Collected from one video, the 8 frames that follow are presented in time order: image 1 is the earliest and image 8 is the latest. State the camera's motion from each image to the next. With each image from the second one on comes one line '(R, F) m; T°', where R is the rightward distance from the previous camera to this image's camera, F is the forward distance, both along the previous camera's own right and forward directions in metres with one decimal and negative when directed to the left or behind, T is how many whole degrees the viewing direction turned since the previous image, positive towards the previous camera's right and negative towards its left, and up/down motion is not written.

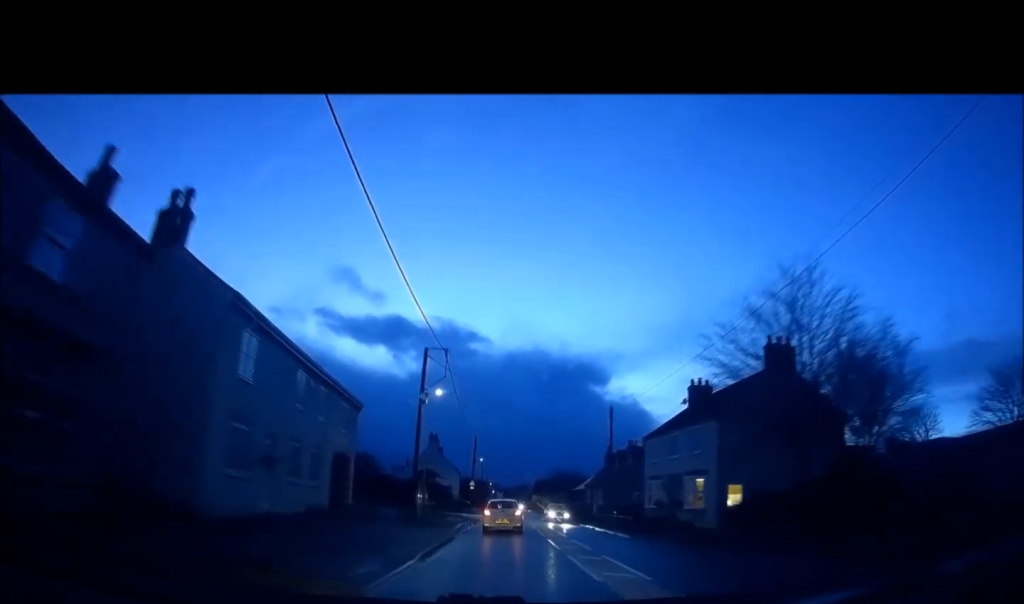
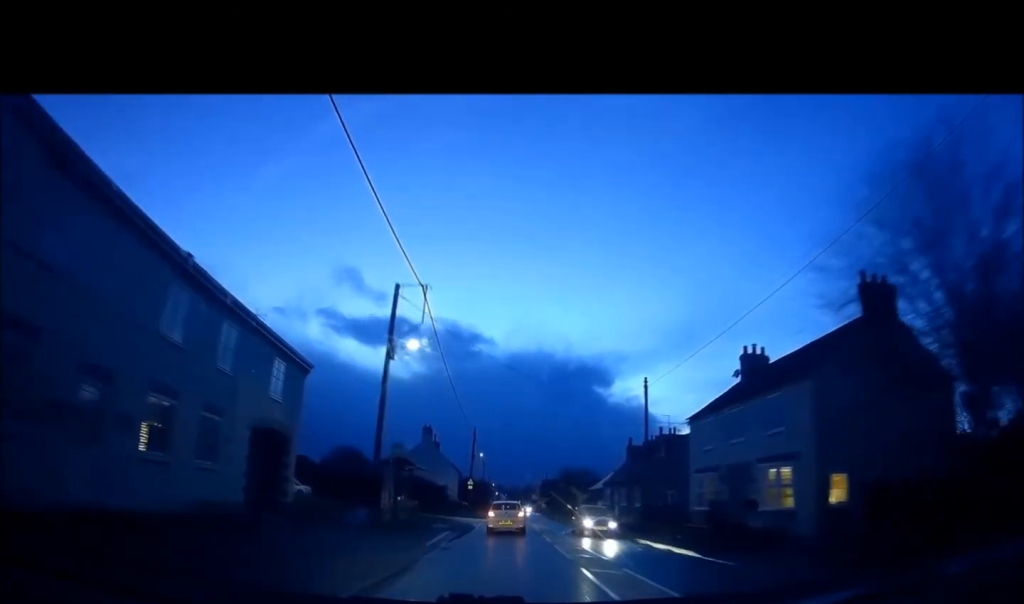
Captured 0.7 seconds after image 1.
(0.0, +8.0) m; 0°
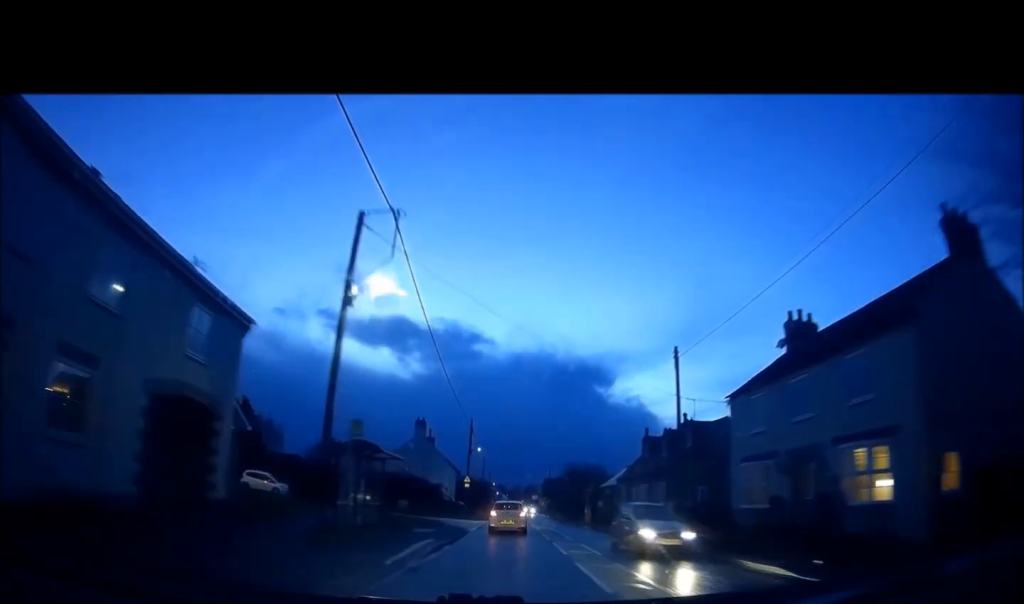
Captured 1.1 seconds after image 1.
(0.0, +5.0) m; 0°
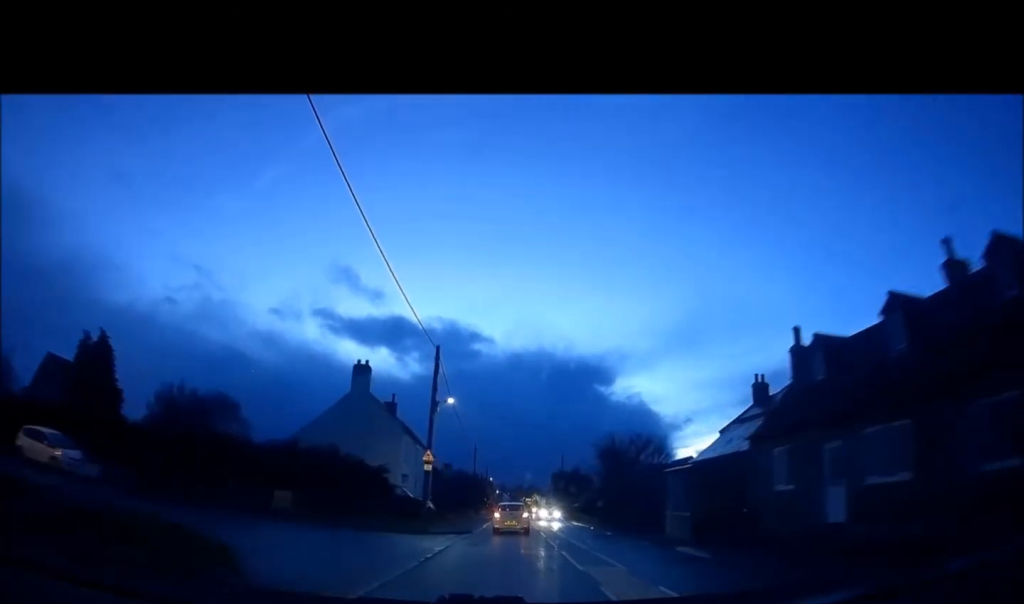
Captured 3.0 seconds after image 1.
(-0.3, +21.4) m; -2°
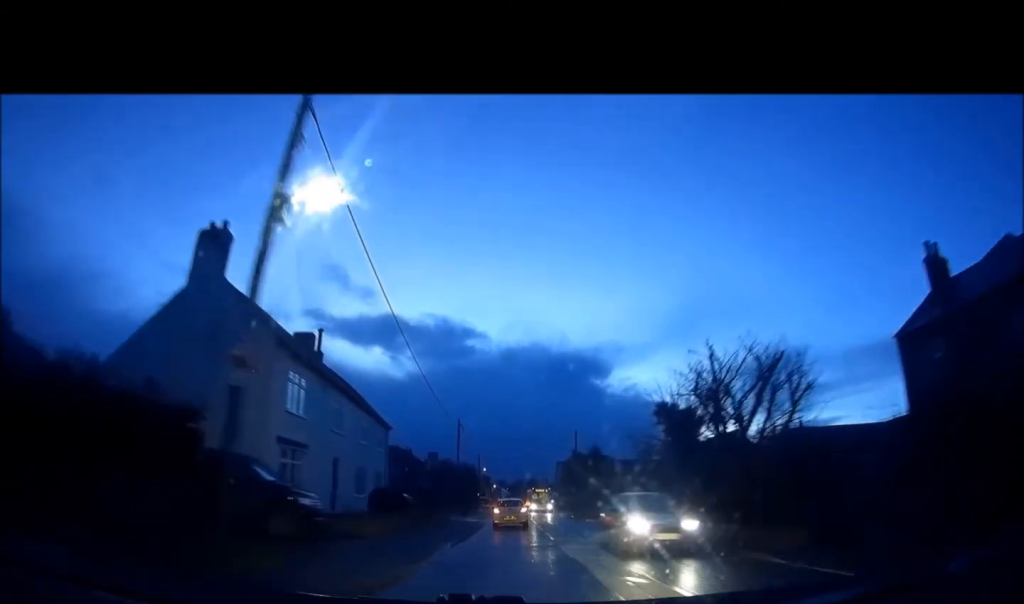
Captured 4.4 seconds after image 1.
(+0.1, +17.0) m; +2°
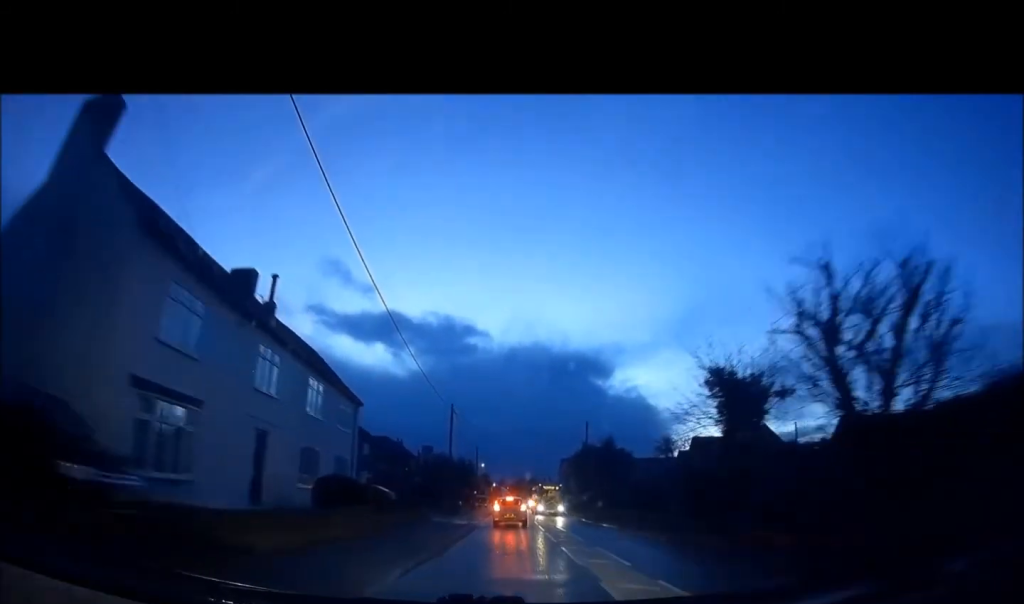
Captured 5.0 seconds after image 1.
(0.0, +6.8) m; 0°
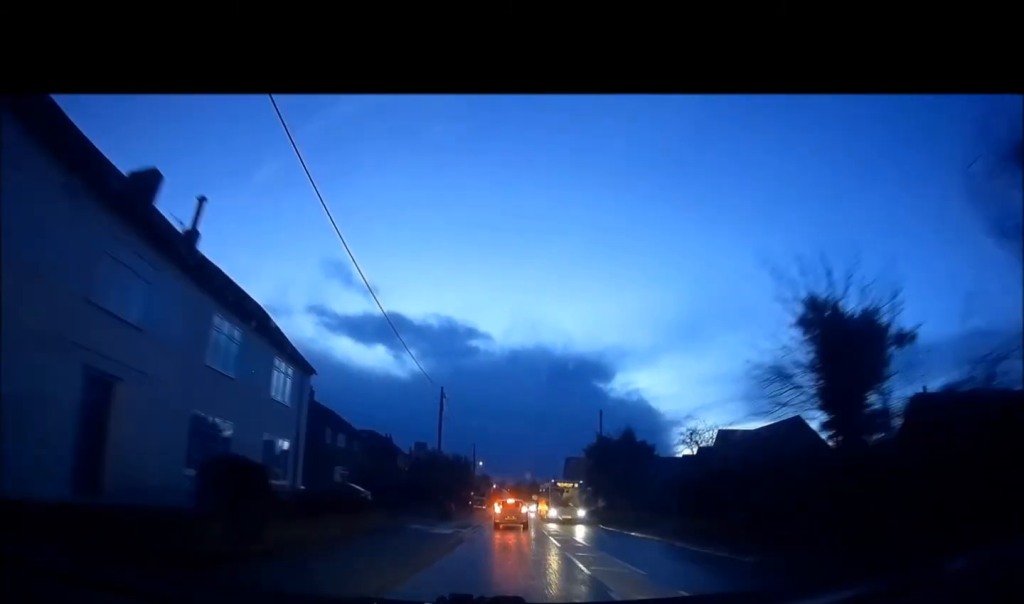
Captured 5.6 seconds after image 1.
(0.0, +6.8) m; 0°
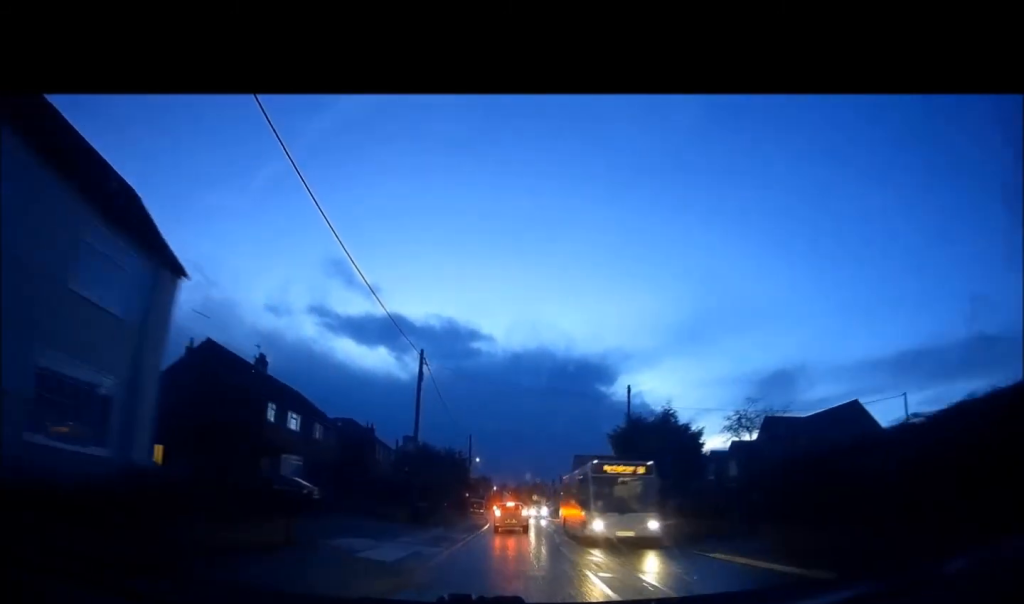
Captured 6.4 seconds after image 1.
(-0.1, +9.0) m; -1°
